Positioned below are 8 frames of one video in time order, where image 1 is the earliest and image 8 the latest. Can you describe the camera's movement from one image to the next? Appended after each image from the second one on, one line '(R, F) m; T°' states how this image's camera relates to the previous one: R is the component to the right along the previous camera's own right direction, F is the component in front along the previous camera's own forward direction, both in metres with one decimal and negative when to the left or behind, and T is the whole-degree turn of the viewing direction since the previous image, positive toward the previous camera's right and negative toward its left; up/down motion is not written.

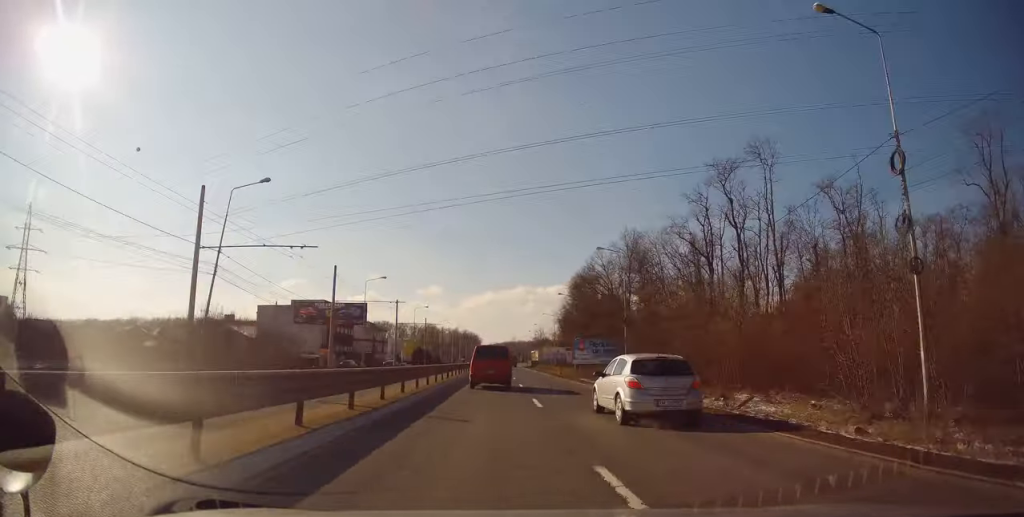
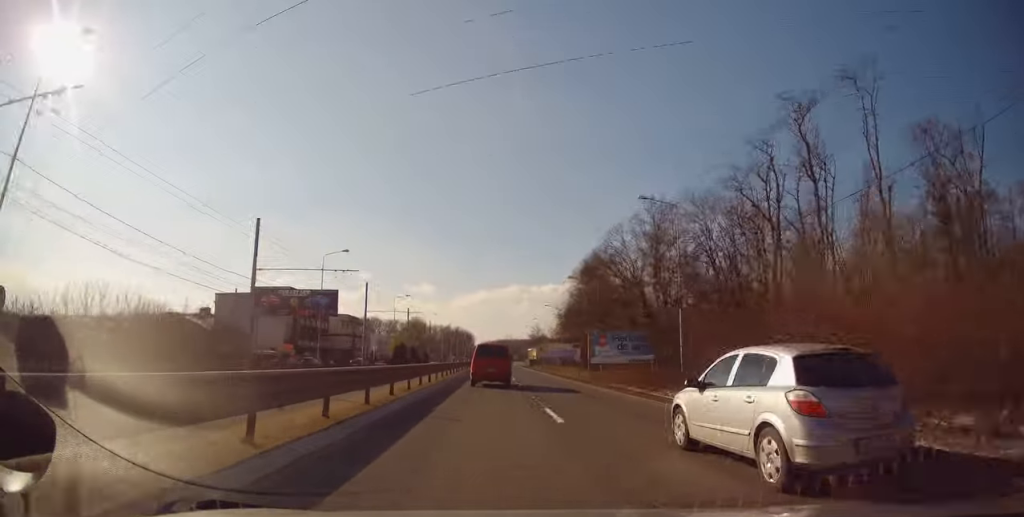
(0.0, +15.5) m; 0°
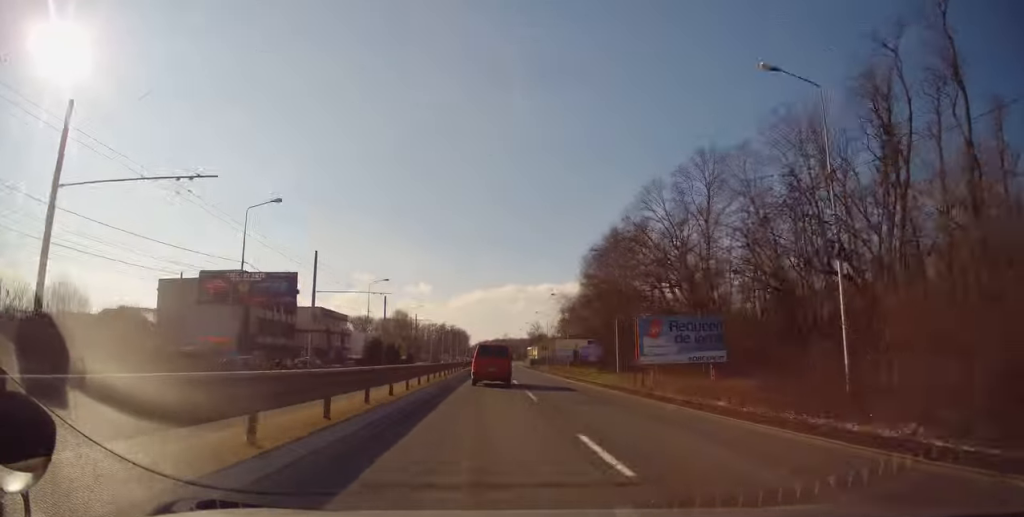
(+0.1, +16.8) m; 0°
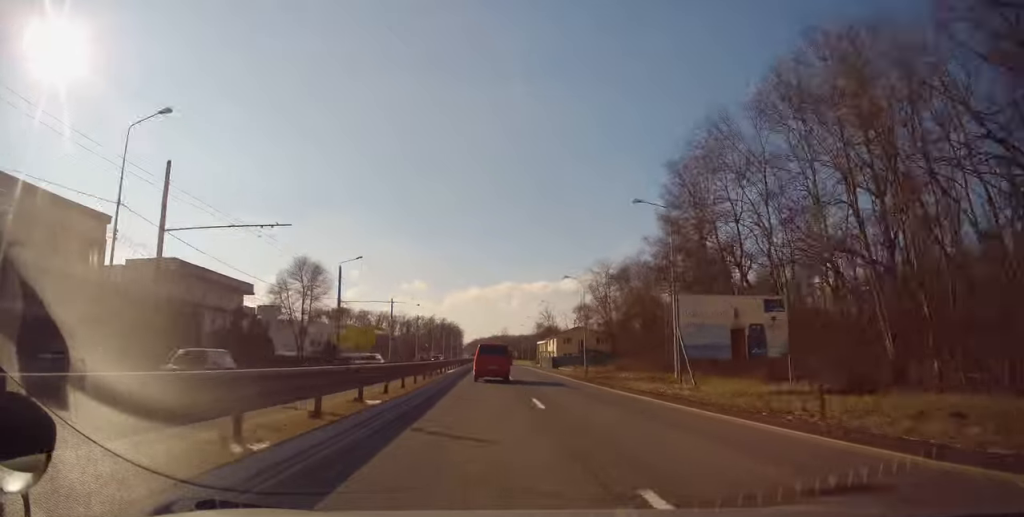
(+0.2, +50.6) m; +1°
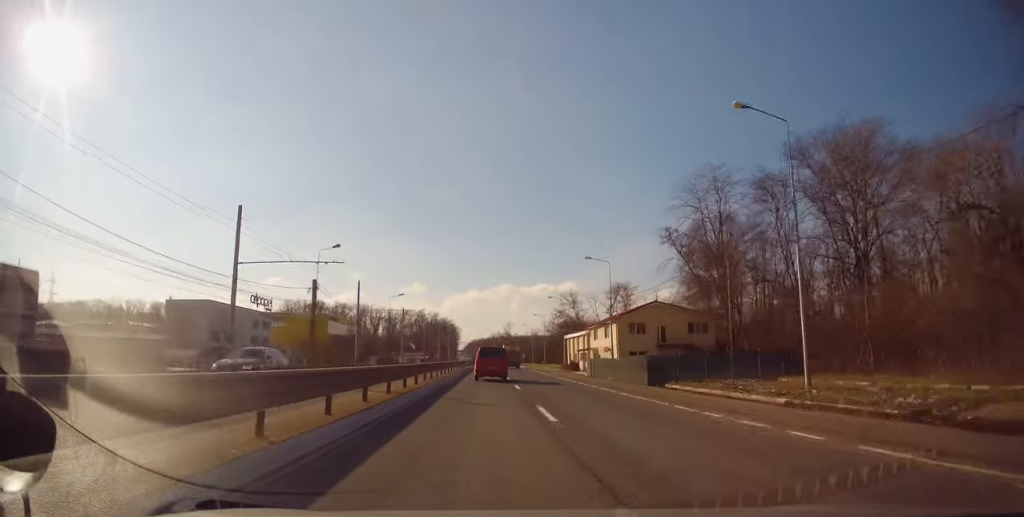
(+0.1, +49.9) m; 0°
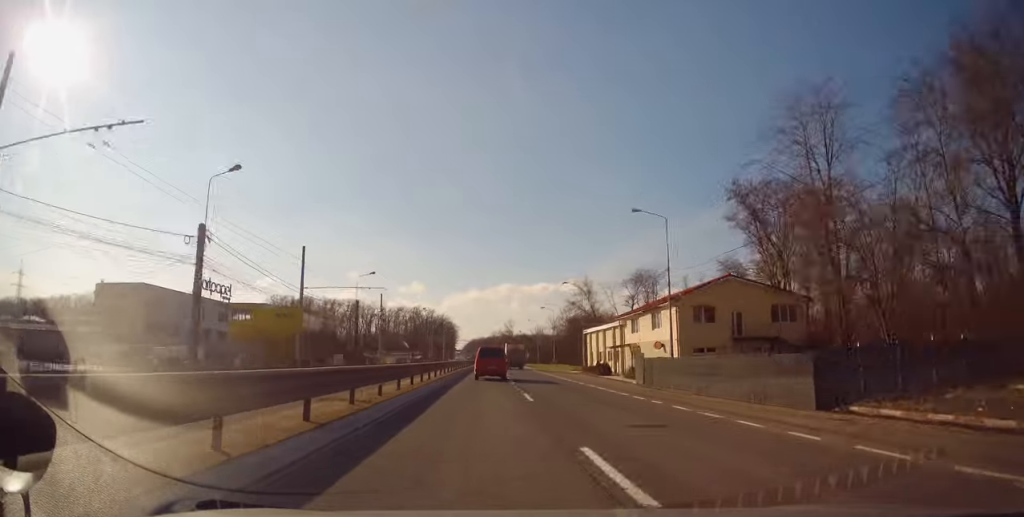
(0.0, +18.2) m; 0°
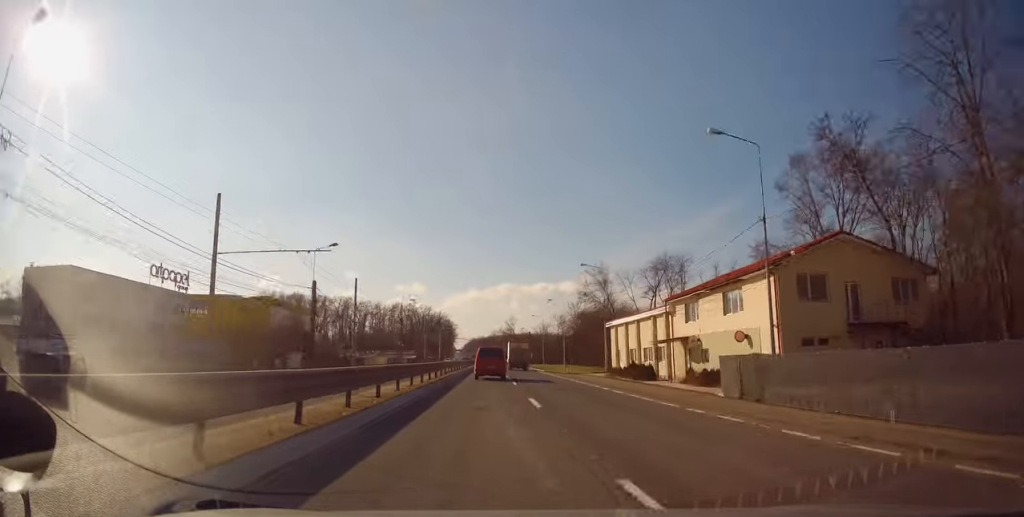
(+0.3, +13.9) m; 0°
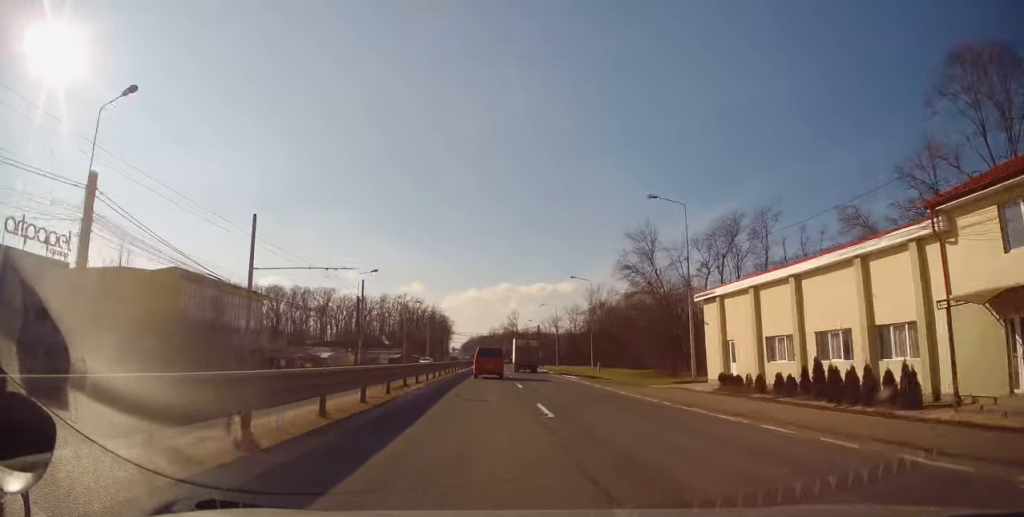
(-0.1, +25.8) m; 0°
